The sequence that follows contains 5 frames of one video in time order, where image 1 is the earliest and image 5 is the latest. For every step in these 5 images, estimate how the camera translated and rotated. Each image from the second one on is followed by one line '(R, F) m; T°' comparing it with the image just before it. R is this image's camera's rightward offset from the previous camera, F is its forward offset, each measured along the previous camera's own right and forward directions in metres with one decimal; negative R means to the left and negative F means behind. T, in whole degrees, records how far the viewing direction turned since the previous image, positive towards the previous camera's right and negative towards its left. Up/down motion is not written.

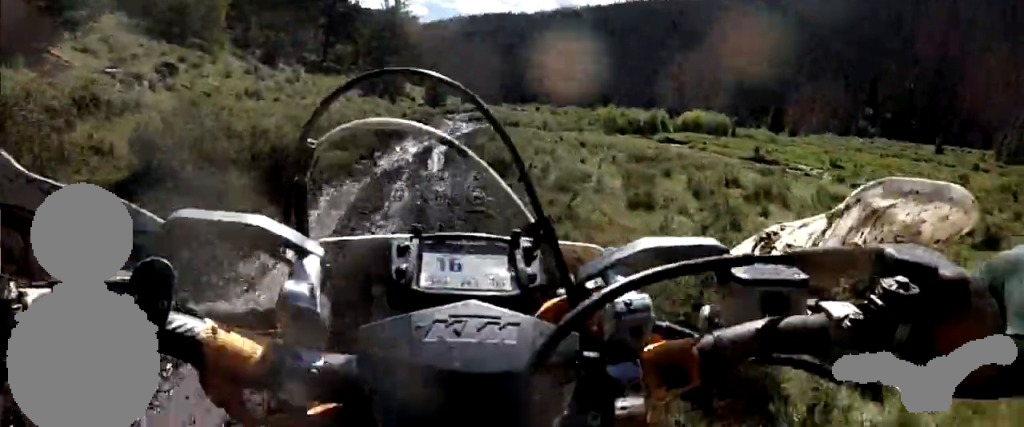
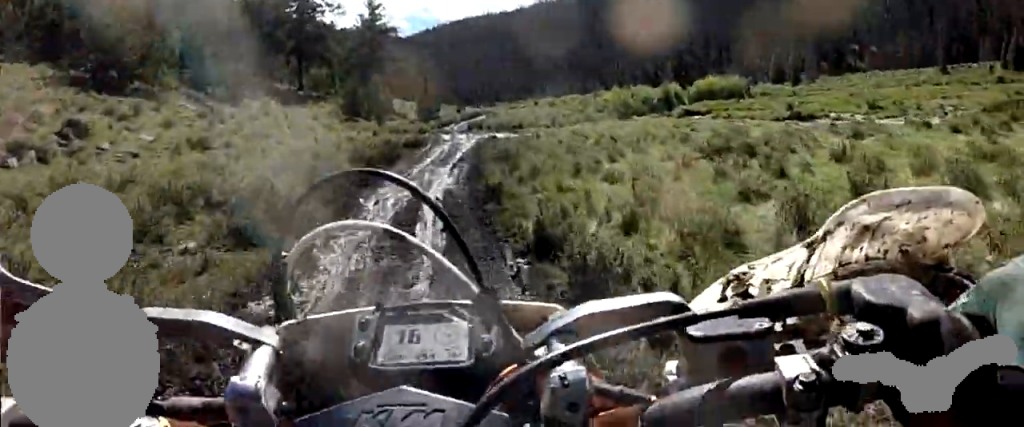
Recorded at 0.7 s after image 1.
(0.0, +4.7) m; 0°
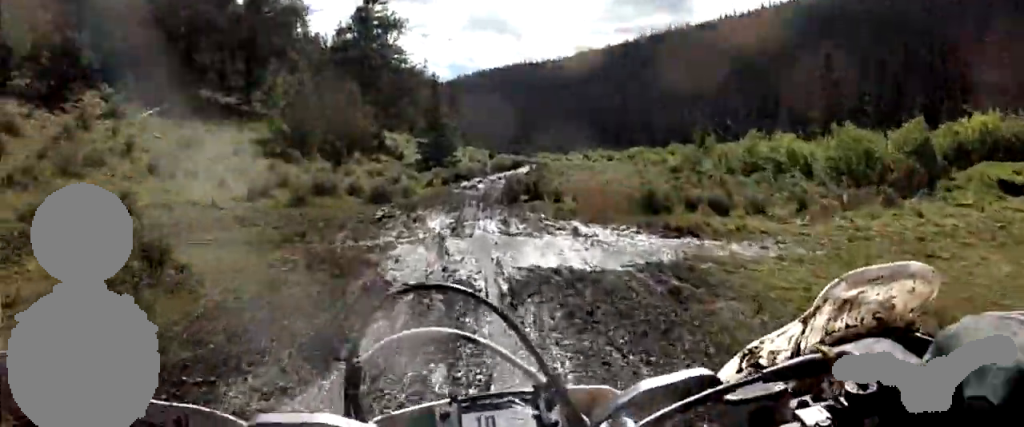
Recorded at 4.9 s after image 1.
(-2.2, +21.0) m; -1°
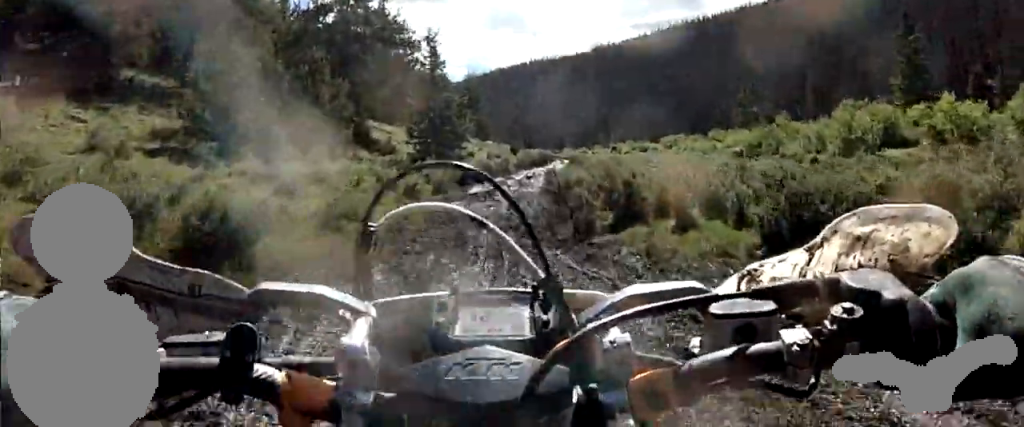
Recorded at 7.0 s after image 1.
(-1.4, +9.6) m; -16°
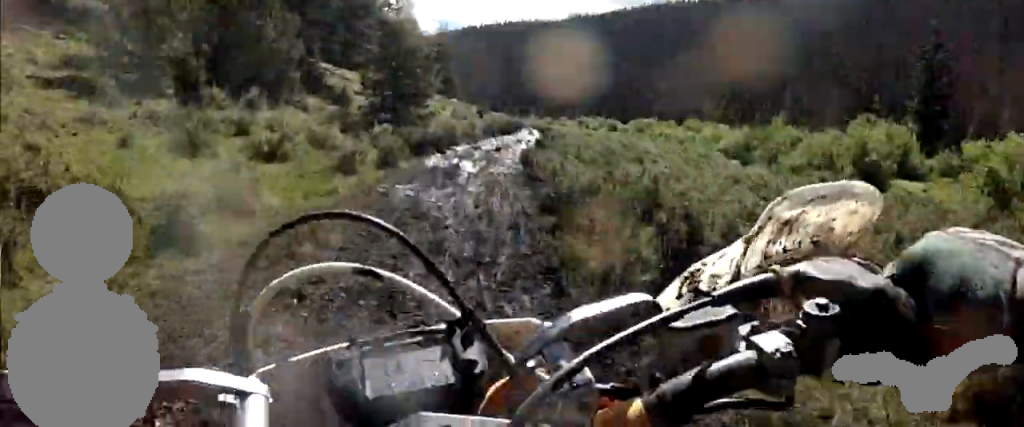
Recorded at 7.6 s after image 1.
(-0.2, +3.1) m; +7°
